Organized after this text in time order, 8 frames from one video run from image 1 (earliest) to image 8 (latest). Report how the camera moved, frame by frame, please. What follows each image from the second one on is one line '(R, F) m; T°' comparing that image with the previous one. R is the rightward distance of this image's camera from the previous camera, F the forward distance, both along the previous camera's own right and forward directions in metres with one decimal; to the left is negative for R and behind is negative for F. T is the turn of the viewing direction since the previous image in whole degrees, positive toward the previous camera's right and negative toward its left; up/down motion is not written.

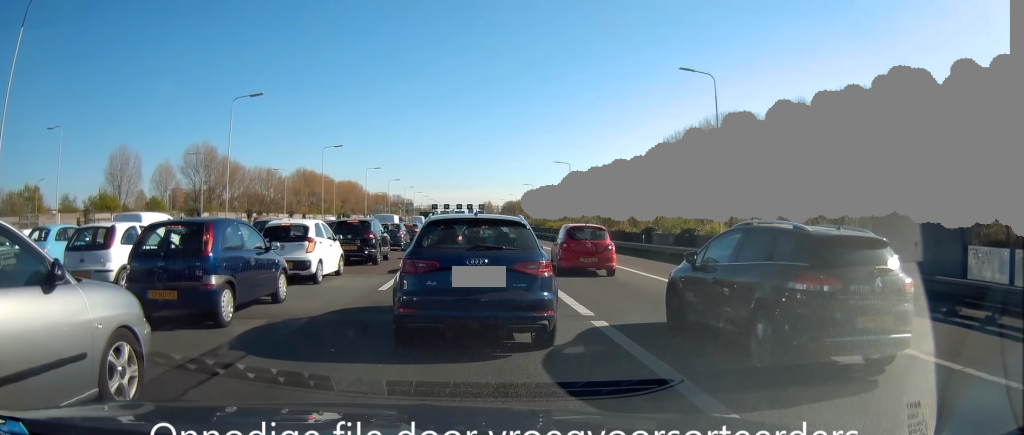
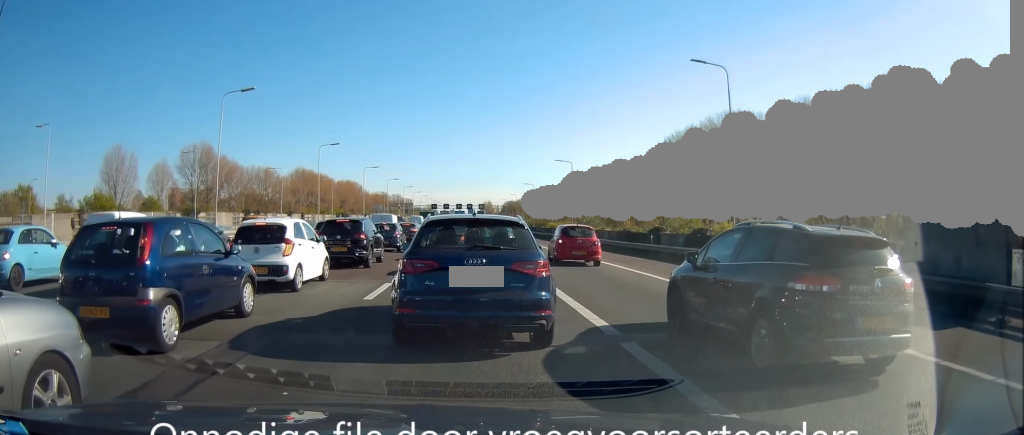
(0.0, +1.5) m; +2°
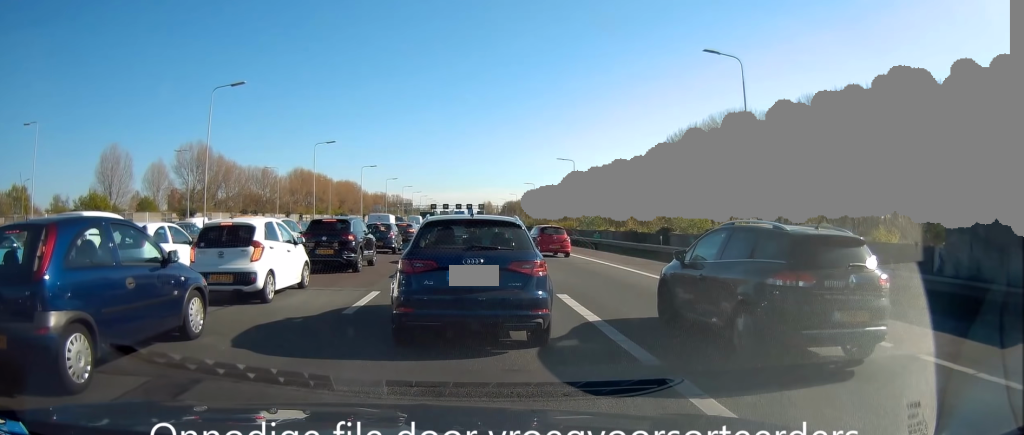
(0.0, +1.6) m; +2°
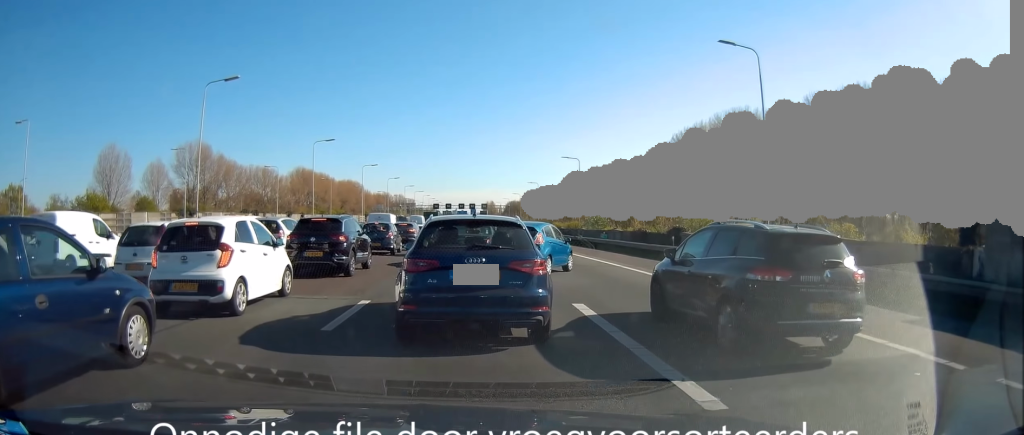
(0.0, +1.4) m; 0°
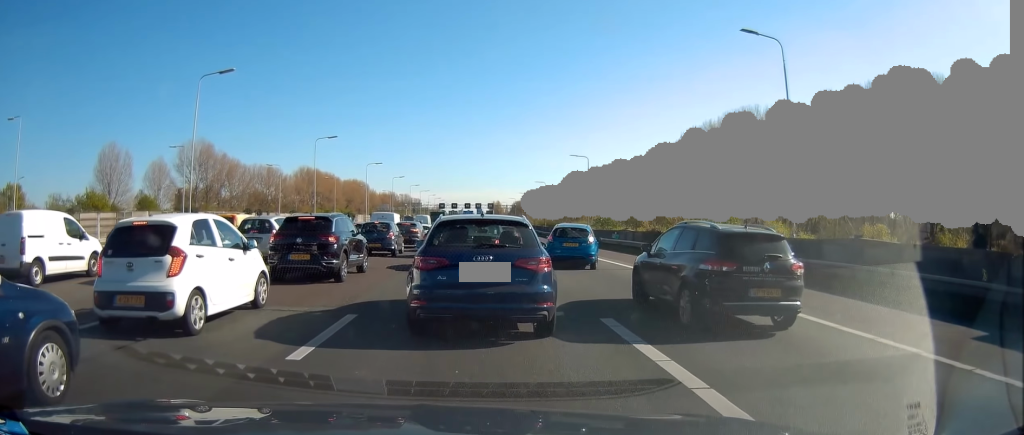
(0.0, +1.7) m; -2°
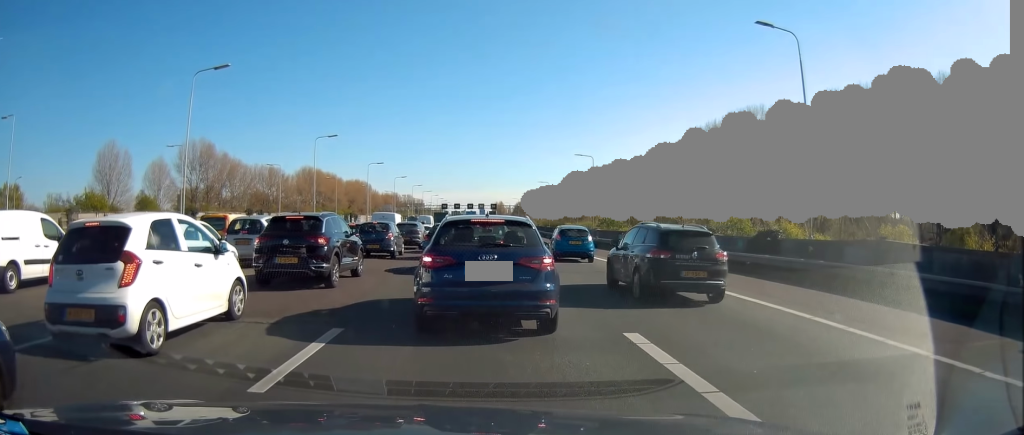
(0.0, +1.2) m; -2°
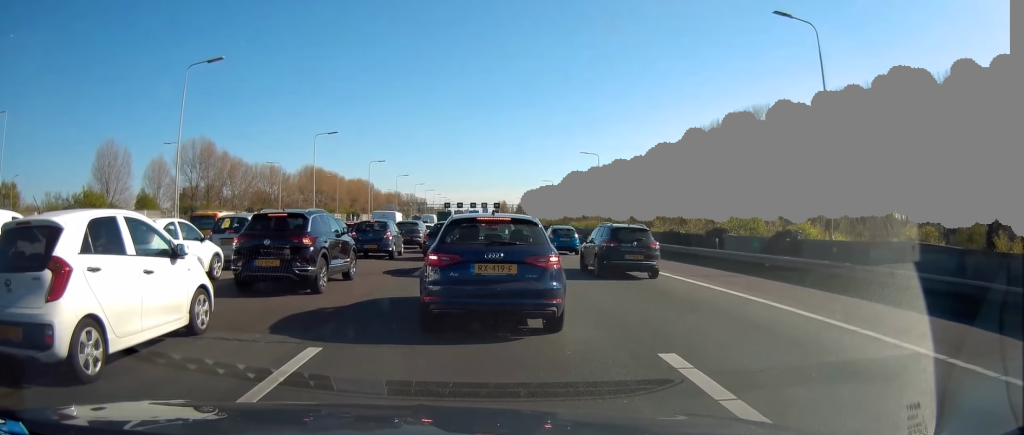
(0.0, +1.2) m; 0°
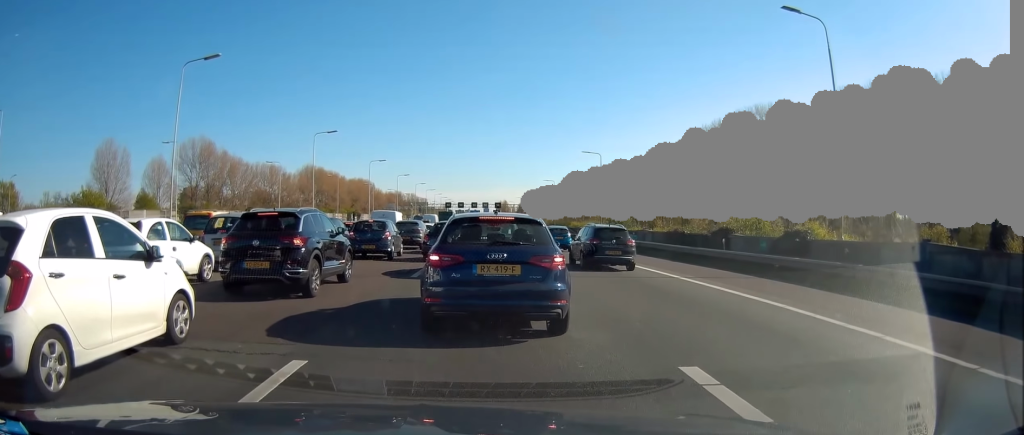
(0.0, +0.5) m; 0°
